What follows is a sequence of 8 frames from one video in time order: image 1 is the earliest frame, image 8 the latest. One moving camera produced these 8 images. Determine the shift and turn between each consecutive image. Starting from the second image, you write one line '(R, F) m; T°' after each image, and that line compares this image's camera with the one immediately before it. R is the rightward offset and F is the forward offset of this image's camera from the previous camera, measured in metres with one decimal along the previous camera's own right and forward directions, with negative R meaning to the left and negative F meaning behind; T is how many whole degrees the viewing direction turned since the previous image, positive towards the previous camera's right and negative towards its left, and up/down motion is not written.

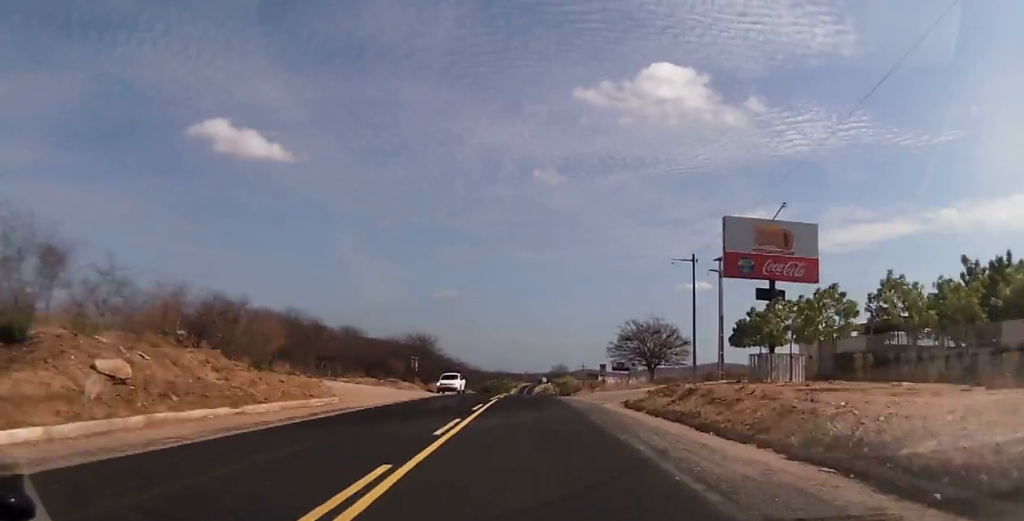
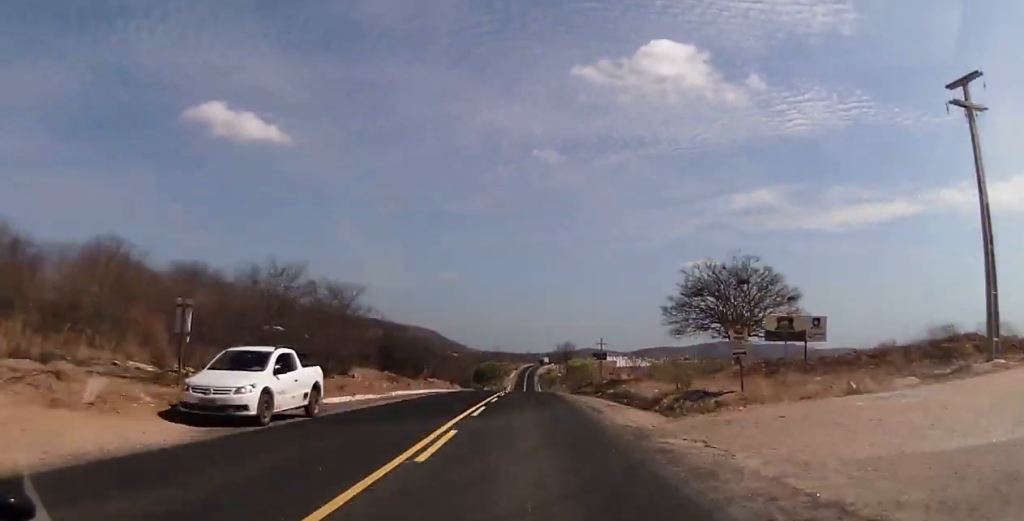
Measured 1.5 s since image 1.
(-0.3, +35.6) m; -1°
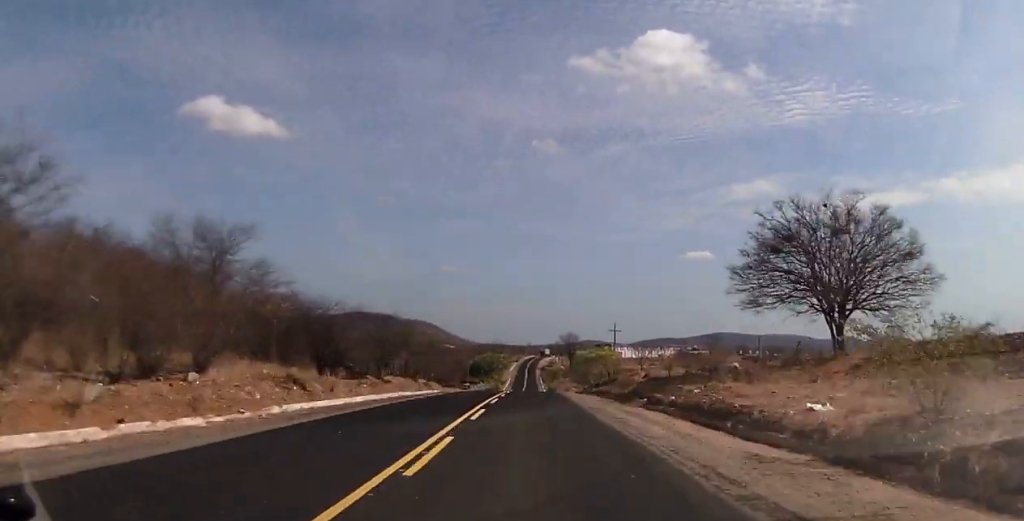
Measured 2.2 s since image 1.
(-0.2, +17.4) m; 0°
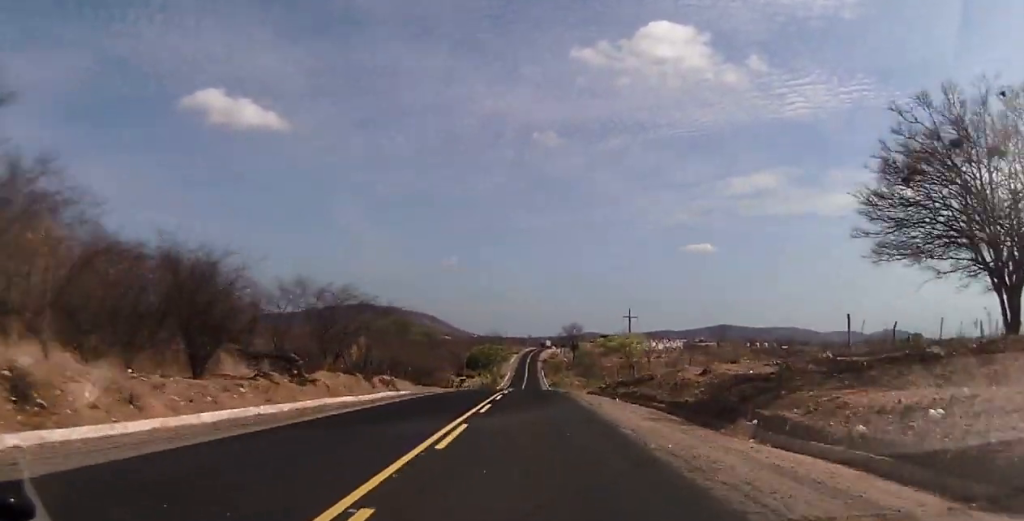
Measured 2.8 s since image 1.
(+0.2, +14.2) m; 0°
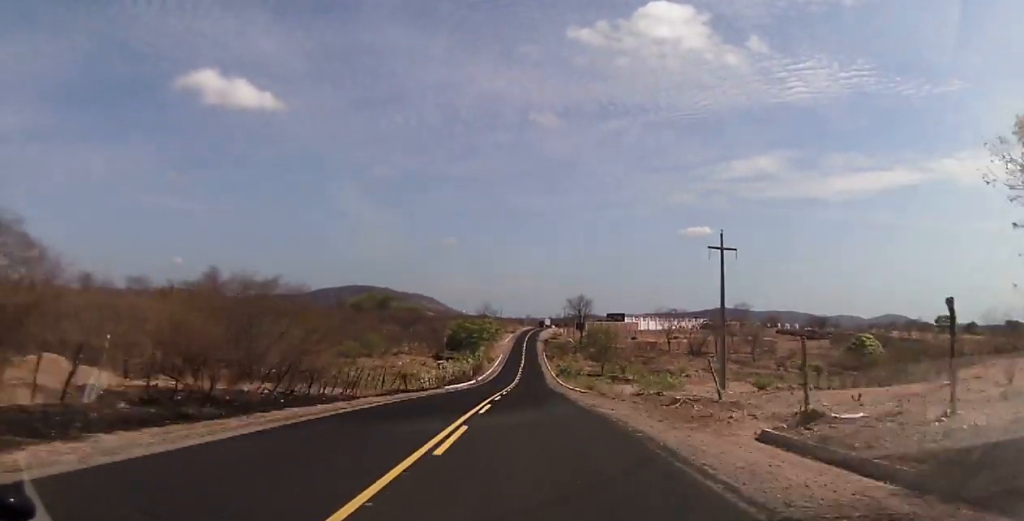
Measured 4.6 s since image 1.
(-0.4, +42.2) m; -1°
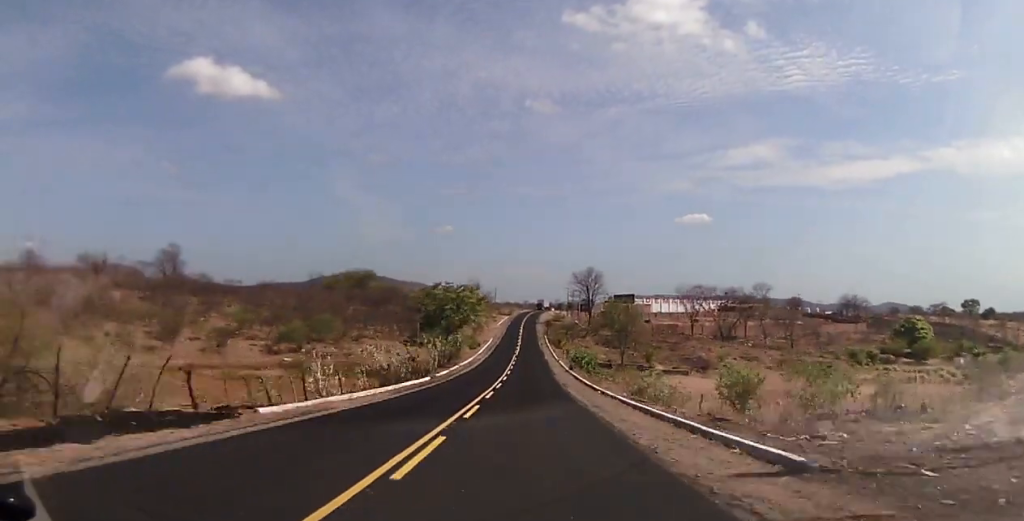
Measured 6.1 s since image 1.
(+0.3, +34.2) m; +1°
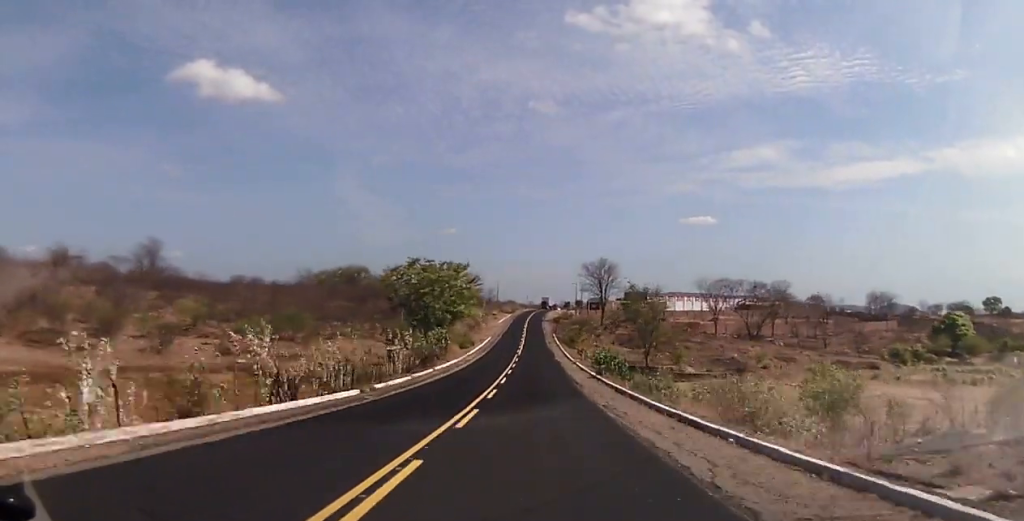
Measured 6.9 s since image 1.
(0.0, +18.9) m; 0°
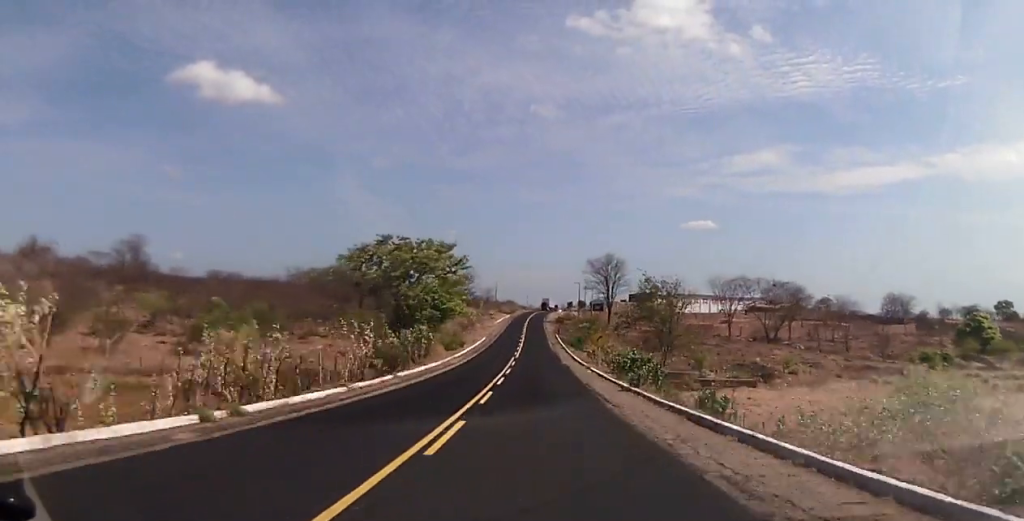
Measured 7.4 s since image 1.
(-0.1, +11.9) m; 0°
